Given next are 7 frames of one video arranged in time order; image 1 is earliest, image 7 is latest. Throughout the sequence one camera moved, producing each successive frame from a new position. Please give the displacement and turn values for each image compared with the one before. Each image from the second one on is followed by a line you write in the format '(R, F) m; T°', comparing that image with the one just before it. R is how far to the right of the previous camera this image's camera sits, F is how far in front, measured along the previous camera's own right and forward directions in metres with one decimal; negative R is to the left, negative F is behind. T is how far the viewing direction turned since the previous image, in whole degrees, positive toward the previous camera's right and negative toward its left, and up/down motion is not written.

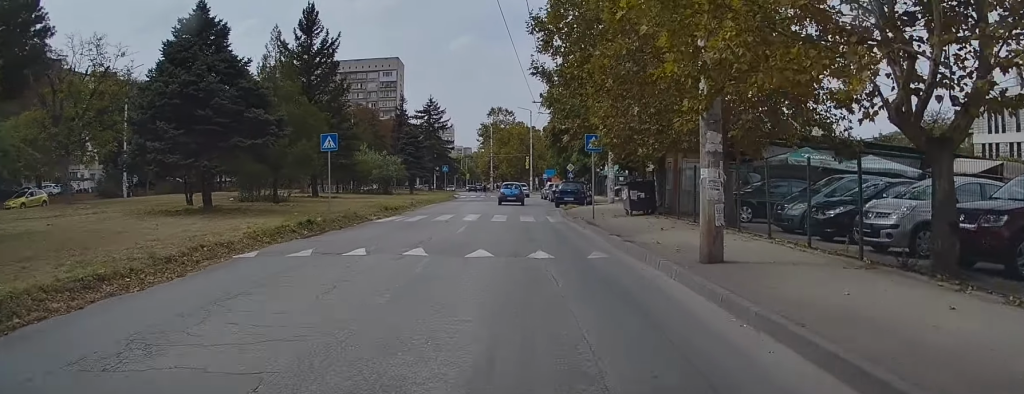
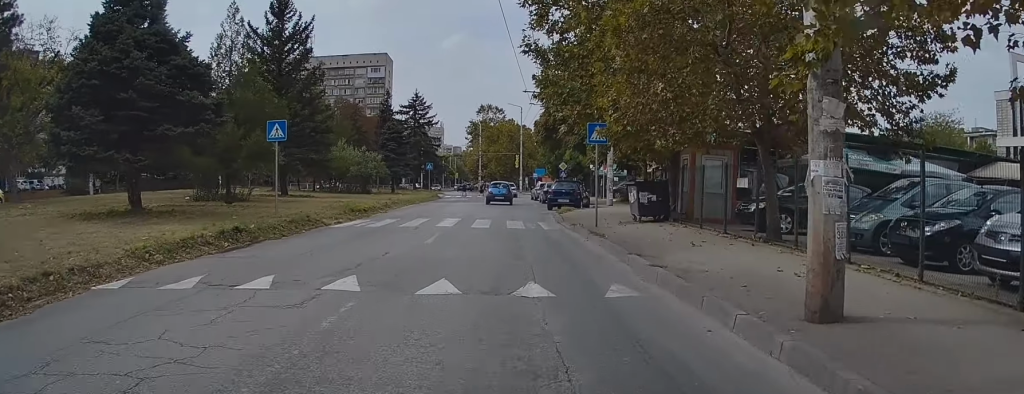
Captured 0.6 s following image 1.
(0.0, +4.4) m; +1°
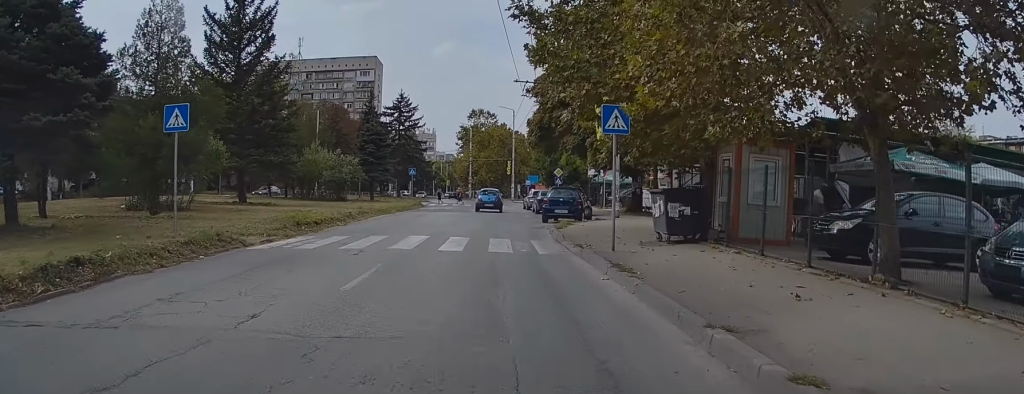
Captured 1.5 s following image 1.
(+0.1, +5.9) m; -2°
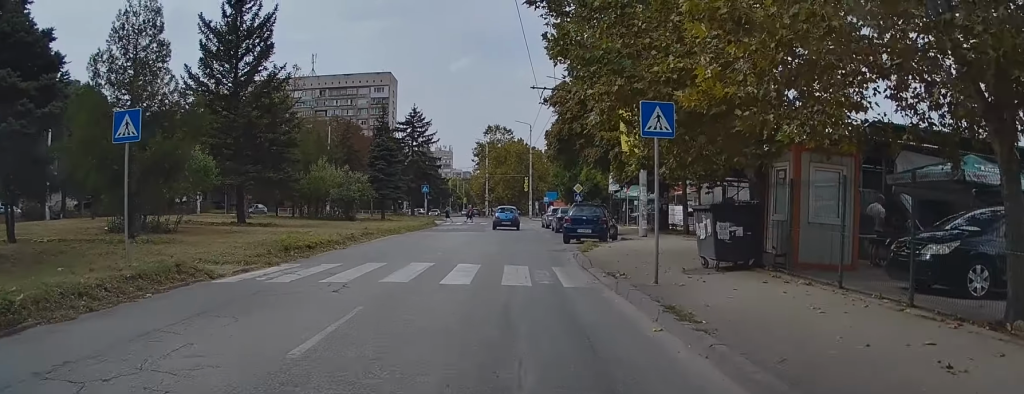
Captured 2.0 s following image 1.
(+0.1, +2.7) m; -2°
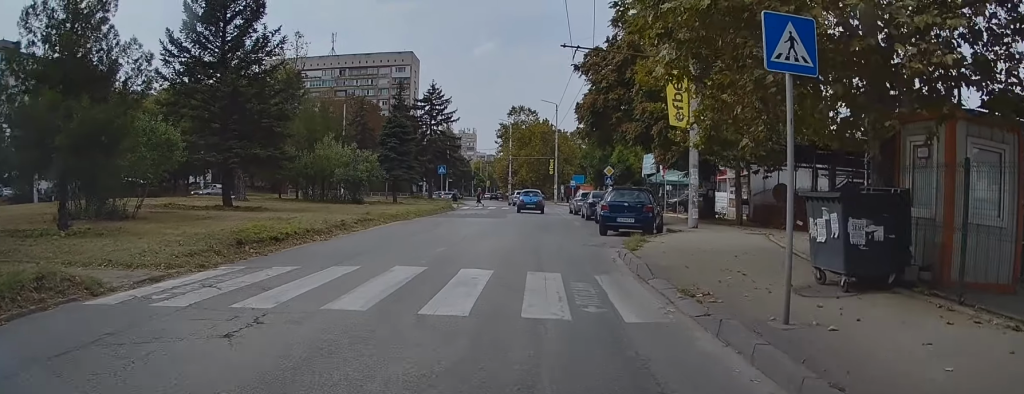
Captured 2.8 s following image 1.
(-0.3, +4.5) m; -4°
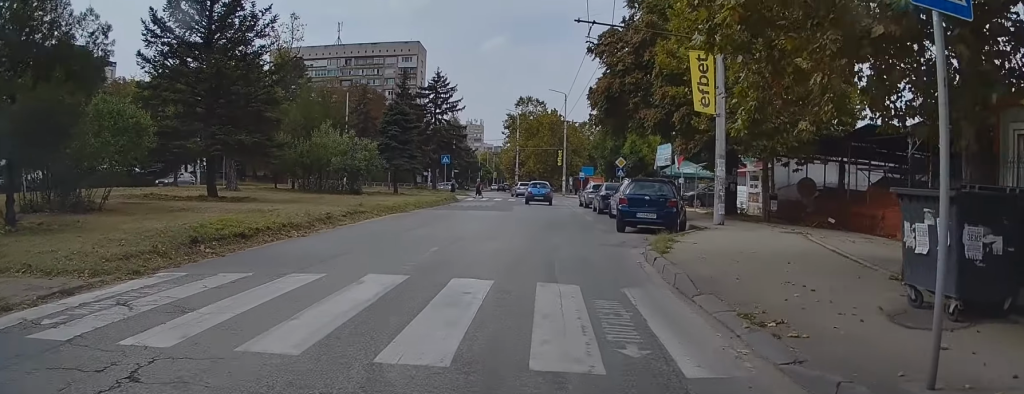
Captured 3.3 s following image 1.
(0.0, +2.3) m; +2°
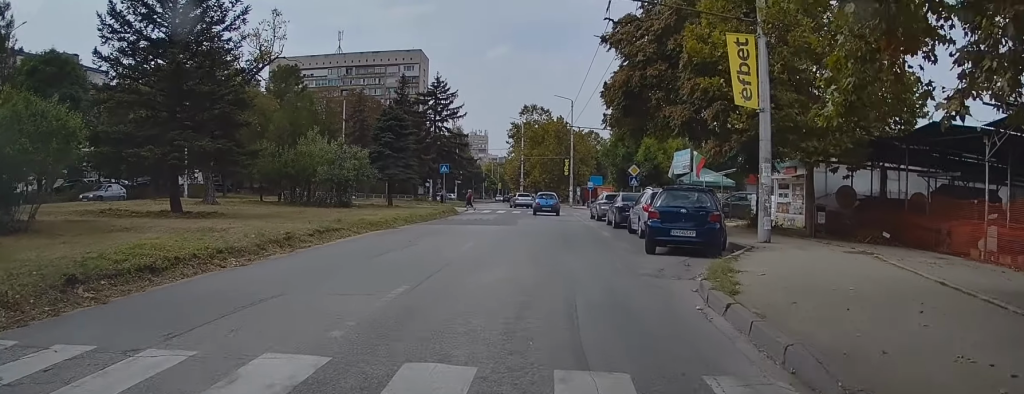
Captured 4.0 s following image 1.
(0.0, +3.6) m; +3°
